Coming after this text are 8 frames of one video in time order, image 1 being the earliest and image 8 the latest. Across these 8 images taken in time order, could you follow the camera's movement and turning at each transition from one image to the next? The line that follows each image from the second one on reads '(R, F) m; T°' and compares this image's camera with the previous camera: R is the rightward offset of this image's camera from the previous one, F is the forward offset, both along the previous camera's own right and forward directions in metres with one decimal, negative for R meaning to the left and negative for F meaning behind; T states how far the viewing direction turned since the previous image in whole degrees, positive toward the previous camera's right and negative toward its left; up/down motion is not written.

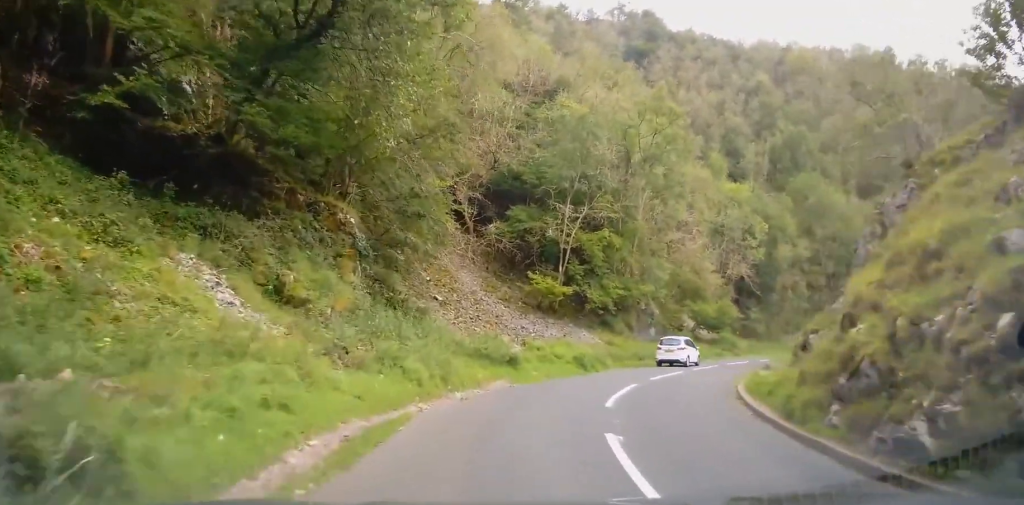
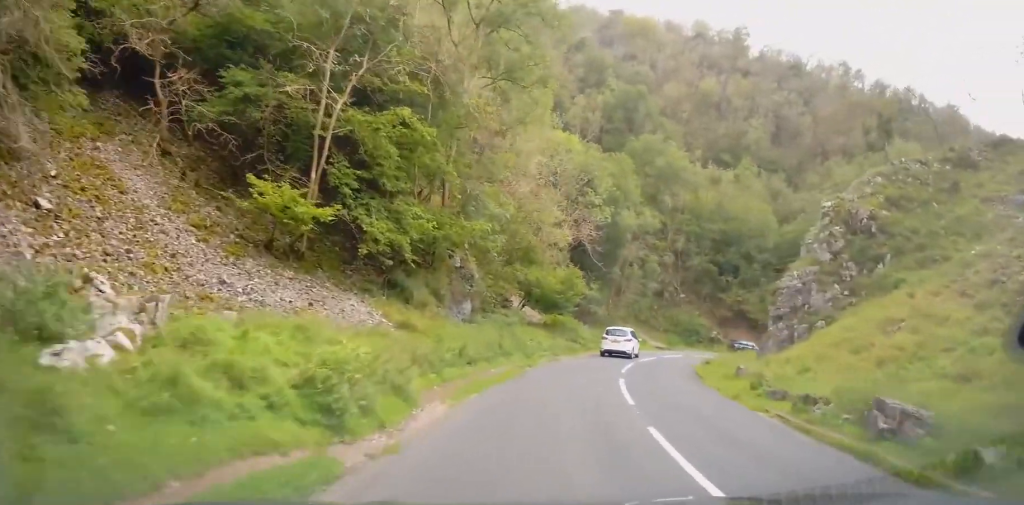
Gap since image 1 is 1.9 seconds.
(+2.4, +19.2) m; +17°
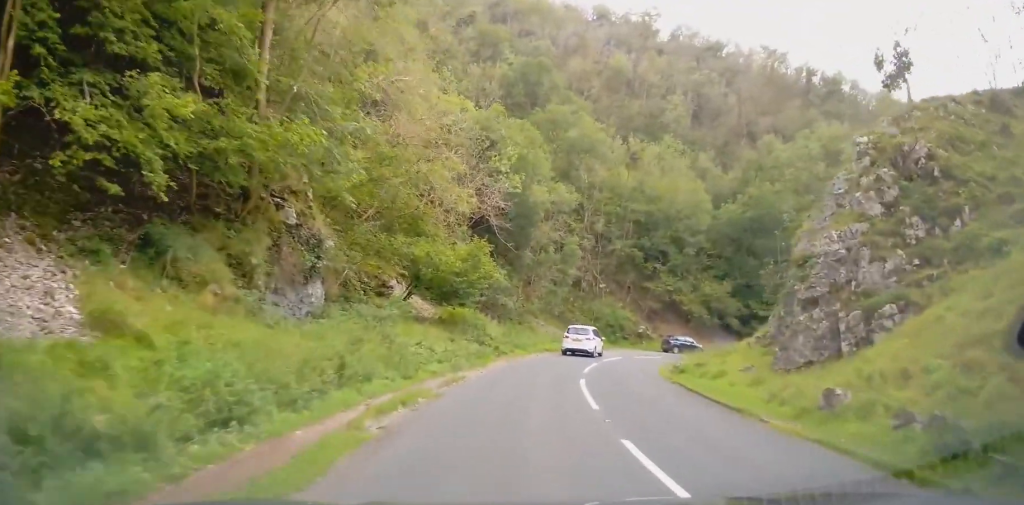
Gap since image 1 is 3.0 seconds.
(+1.4, +11.0) m; +9°
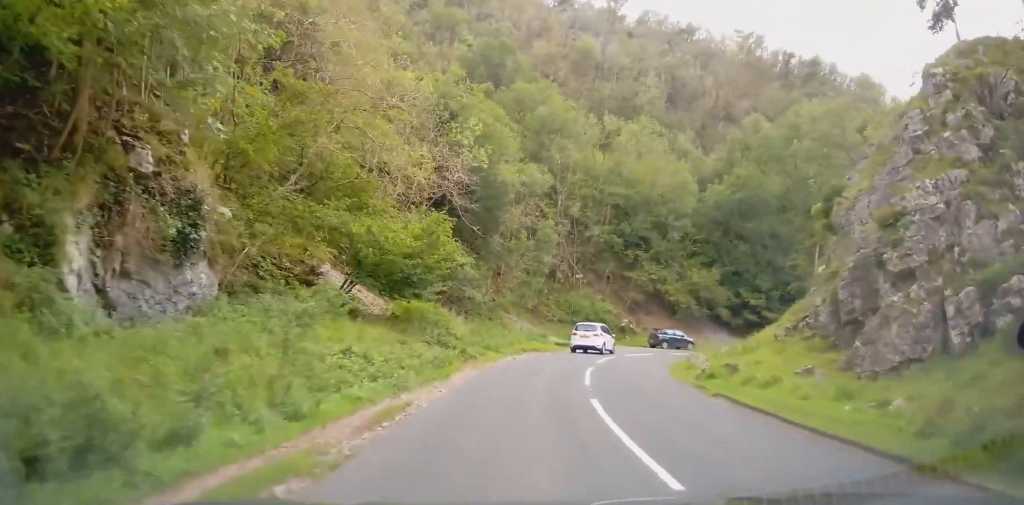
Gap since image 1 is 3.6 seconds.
(+0.1, +6.1) m; +3°
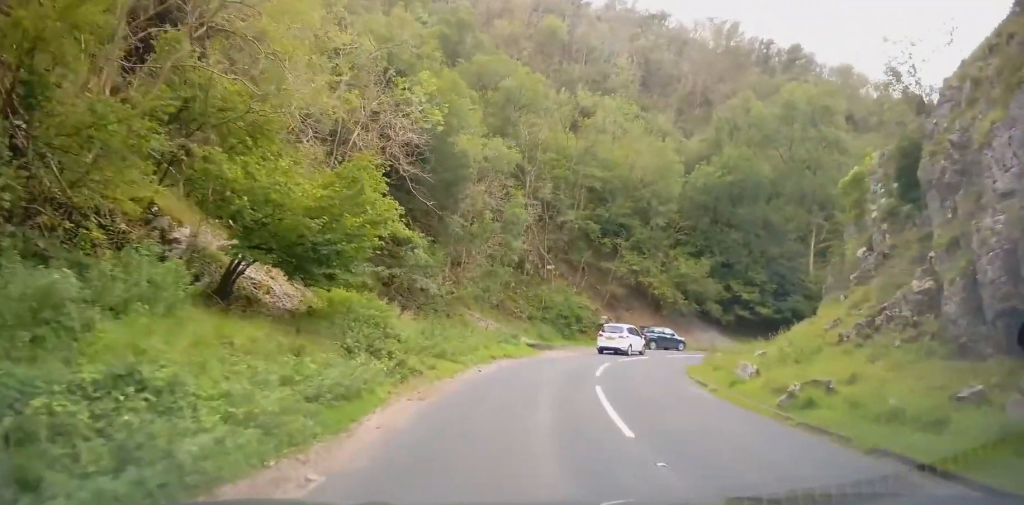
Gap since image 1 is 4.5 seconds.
(+0.4, +7.6) m; +4°
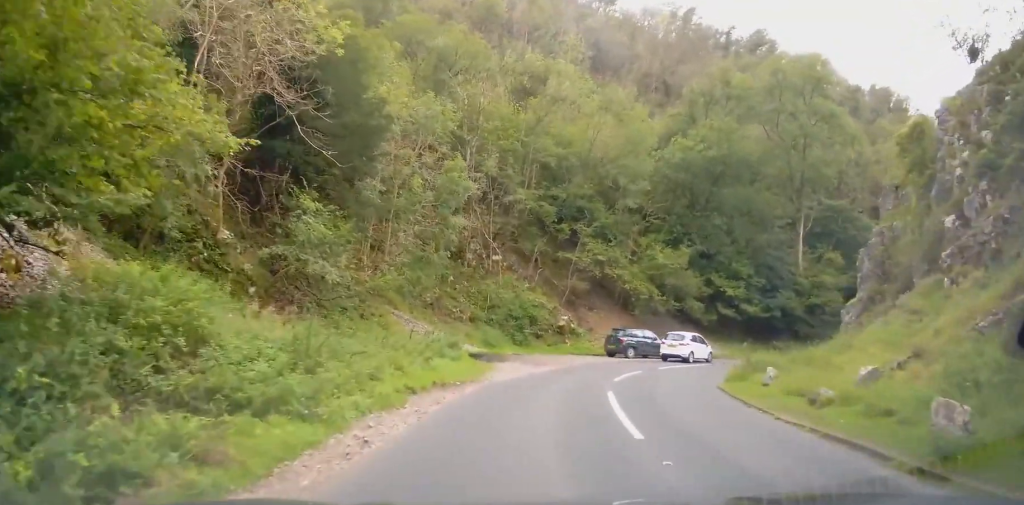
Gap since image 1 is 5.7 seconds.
(+0.3, +10.3) m; +4°
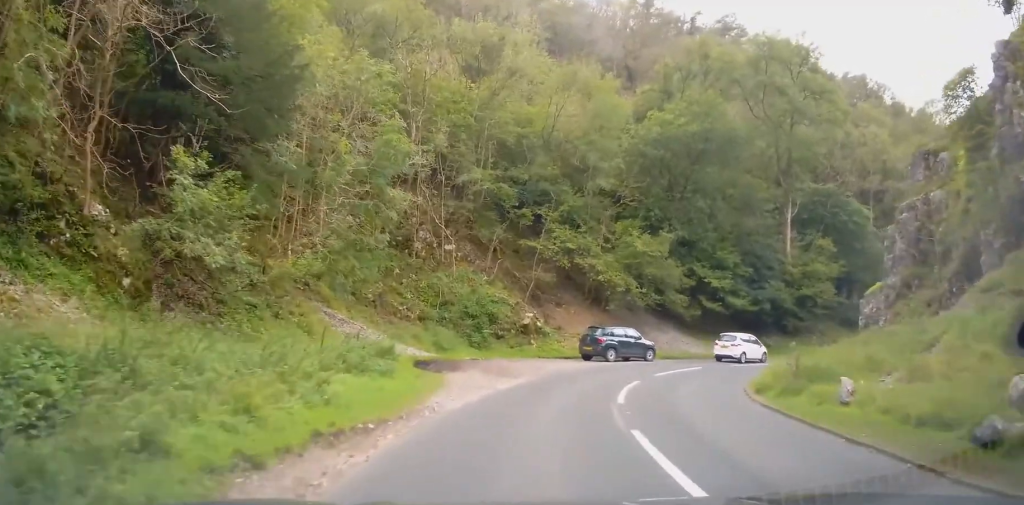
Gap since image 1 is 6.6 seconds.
(+0.2, +6.1) m; +3°
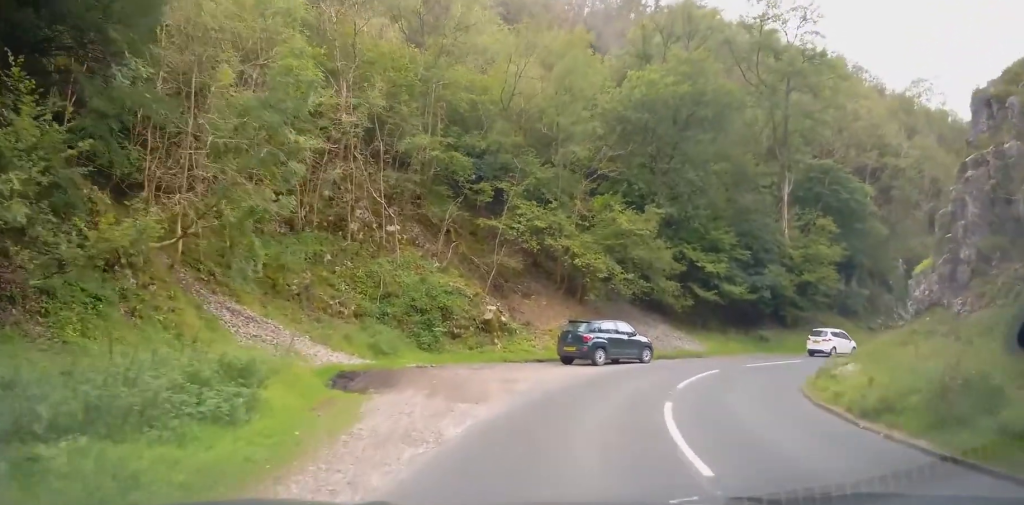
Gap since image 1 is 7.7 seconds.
(+0.2, +7.1) m; +3°
